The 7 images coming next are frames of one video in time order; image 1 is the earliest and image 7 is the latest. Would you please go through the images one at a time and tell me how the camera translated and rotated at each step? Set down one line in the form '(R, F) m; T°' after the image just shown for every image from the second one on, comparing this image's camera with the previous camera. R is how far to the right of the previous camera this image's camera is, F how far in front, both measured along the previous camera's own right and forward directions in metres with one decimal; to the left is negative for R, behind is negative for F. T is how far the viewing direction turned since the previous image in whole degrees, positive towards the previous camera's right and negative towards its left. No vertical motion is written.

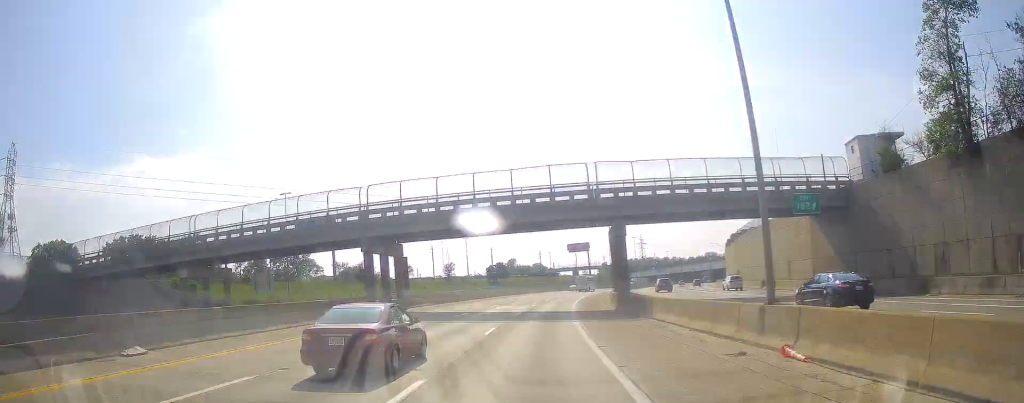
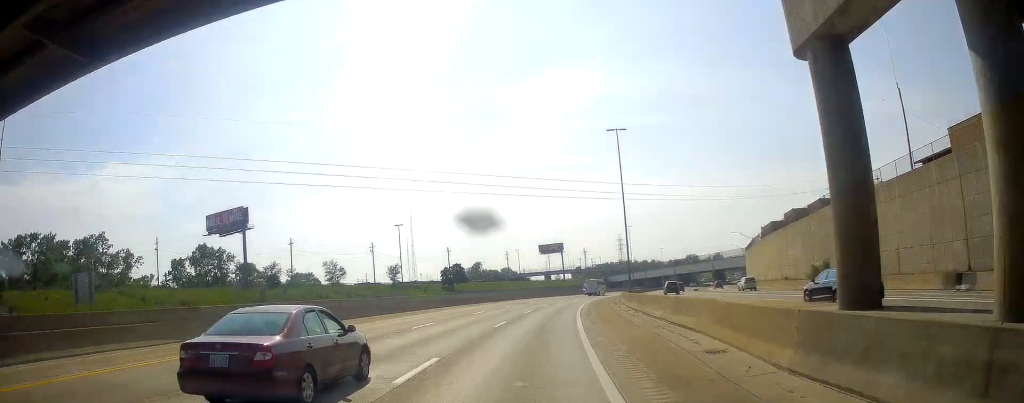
(+0.8, +42.3) m; +2°
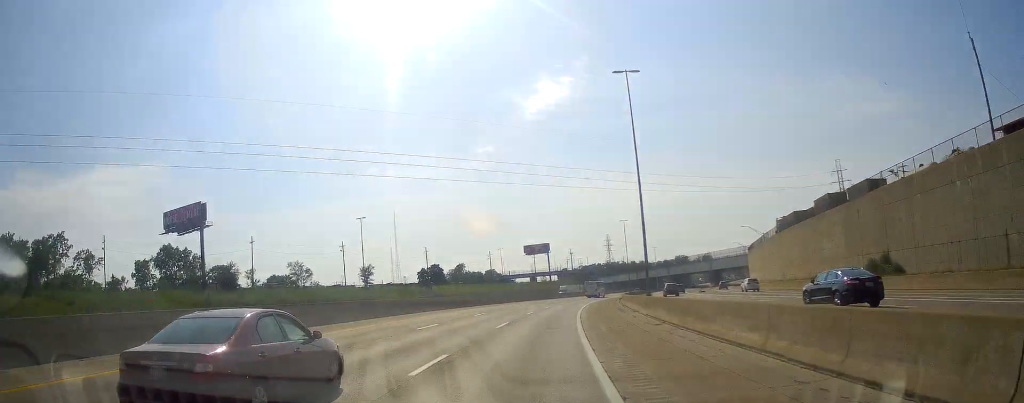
(+0.2, +14.4) m; +1°
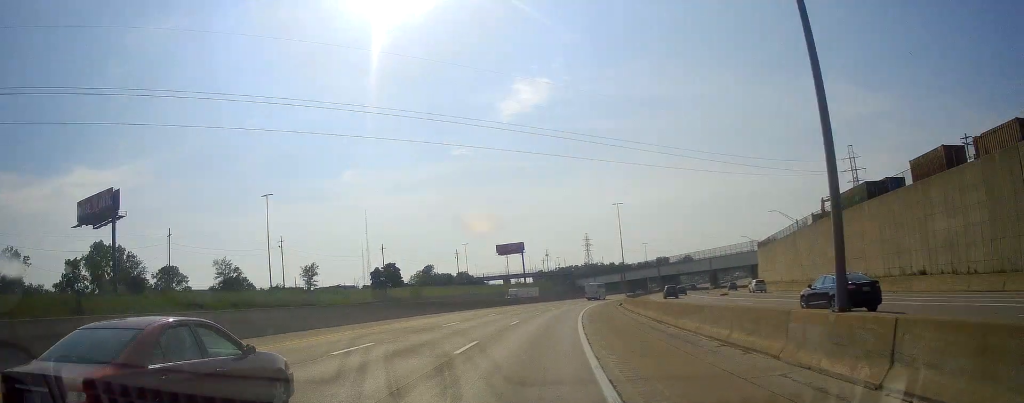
(+0.3, +25.4) m; +2°
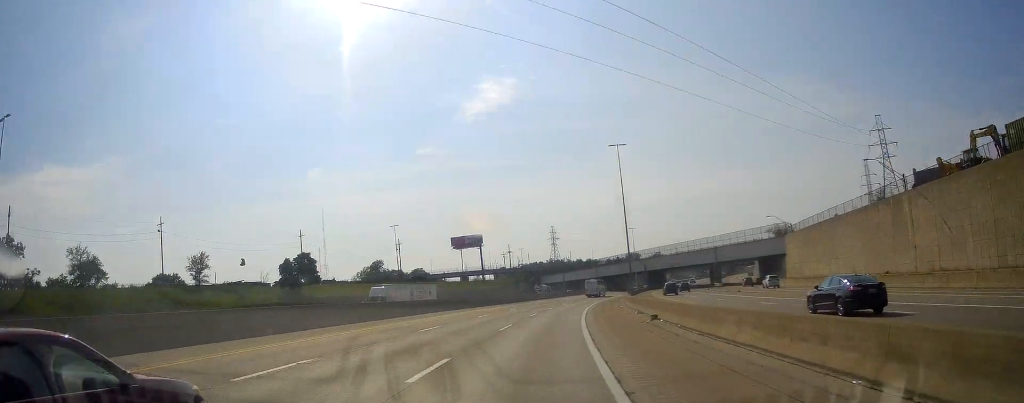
(+1.0, +36.1) m; +4°
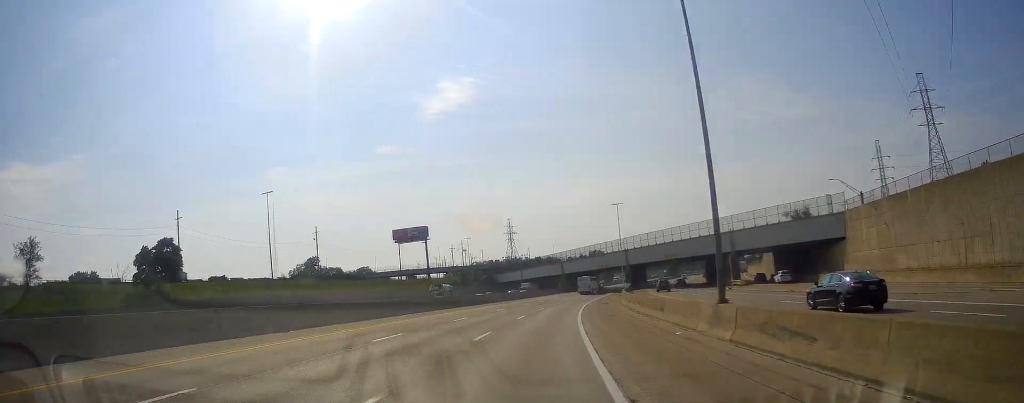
(+1.4, +35.9) m; +5°
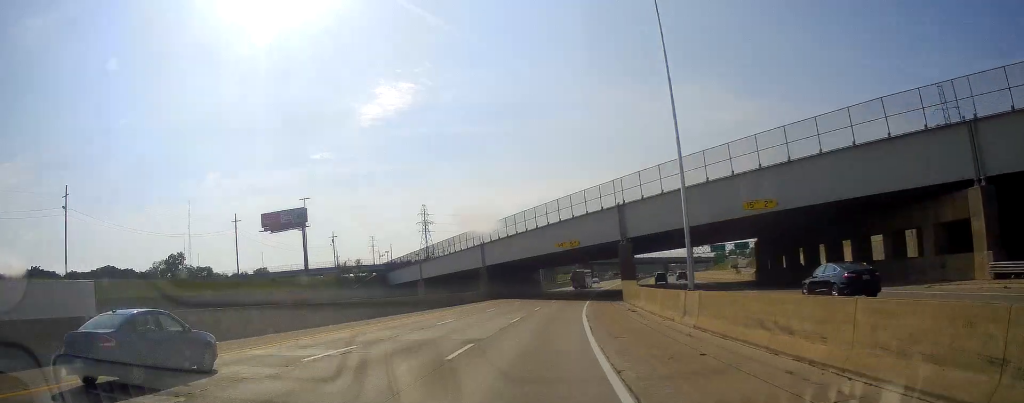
(+4.8, +66.7) m; +8°
